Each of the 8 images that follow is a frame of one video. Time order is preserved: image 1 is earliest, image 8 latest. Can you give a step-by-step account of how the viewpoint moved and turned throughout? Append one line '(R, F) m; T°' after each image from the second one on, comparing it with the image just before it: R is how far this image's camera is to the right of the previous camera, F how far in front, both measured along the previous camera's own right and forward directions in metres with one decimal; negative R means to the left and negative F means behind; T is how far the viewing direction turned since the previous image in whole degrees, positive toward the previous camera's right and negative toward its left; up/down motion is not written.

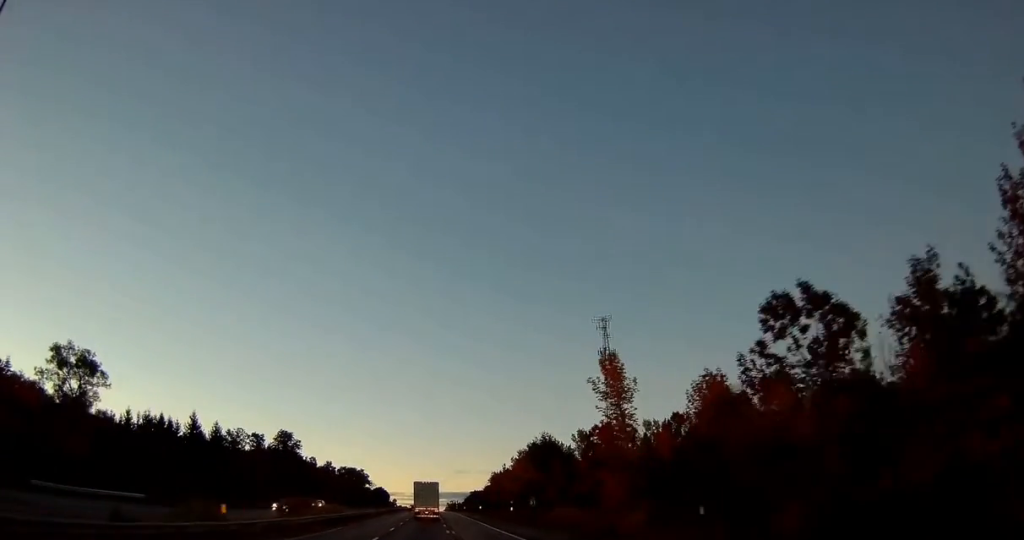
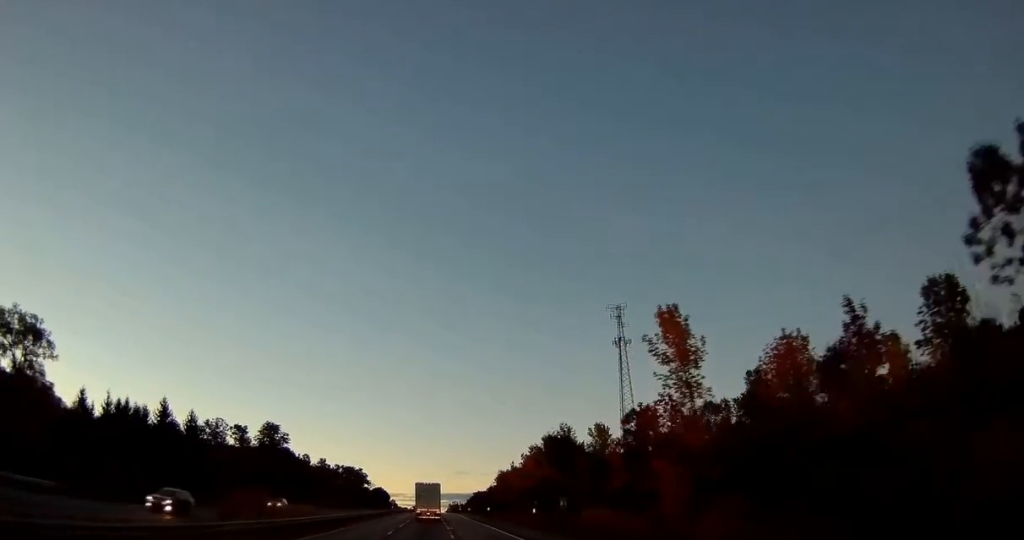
(-0.1, +14.7) m; 0°
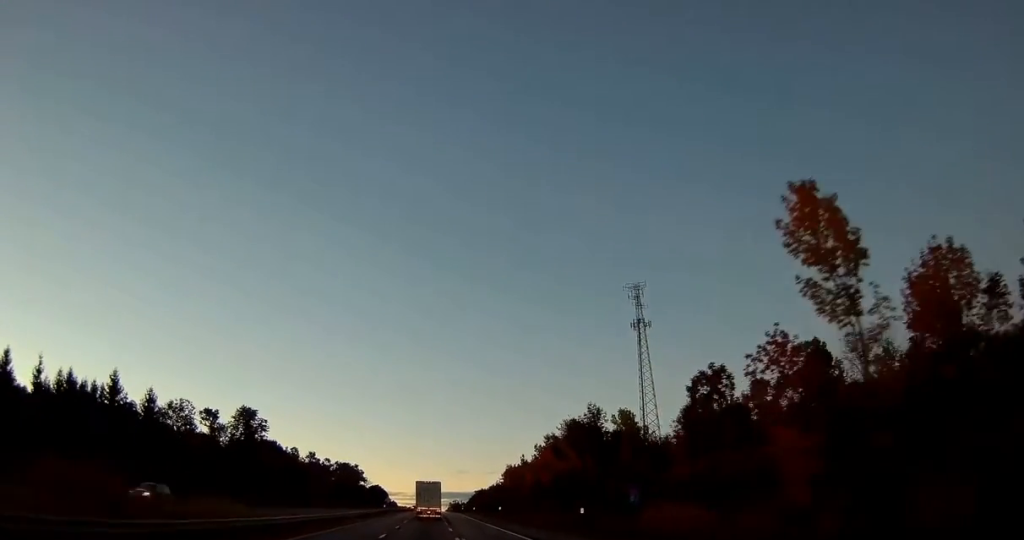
(0.0, +19.1) m; 0°
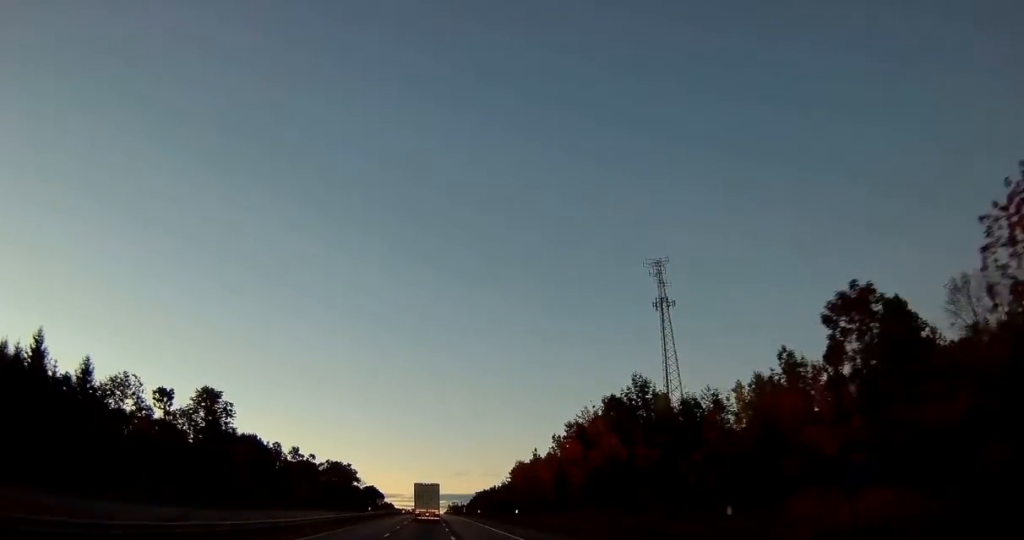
(-0.1, +20.2) m; 0°
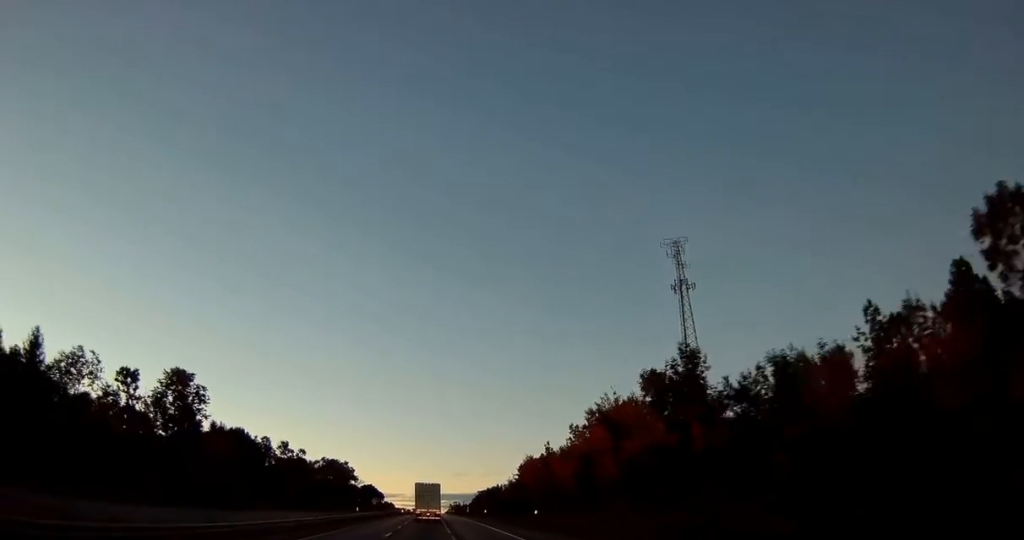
(-0.1, +13.4) m; 0°
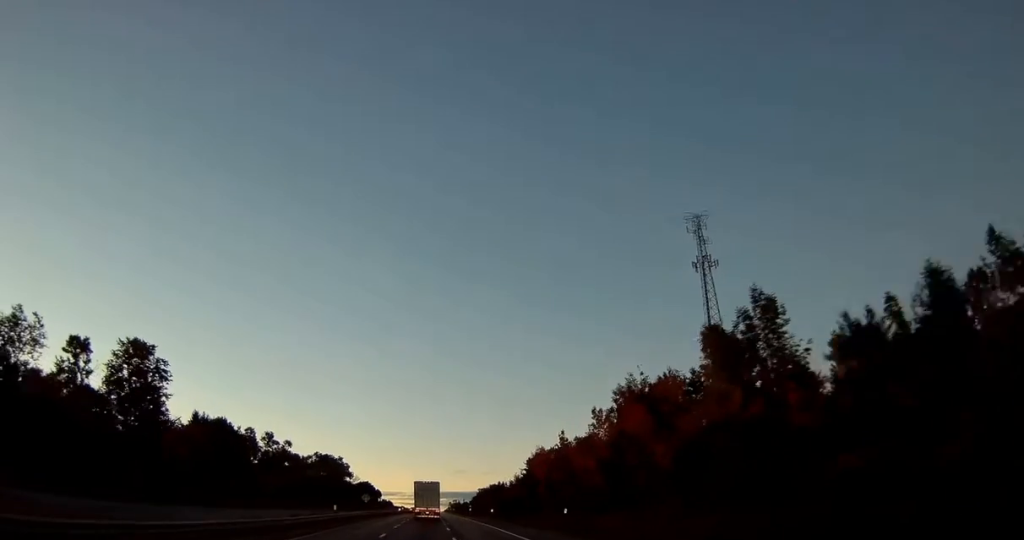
(+0.1, +13.3) m; 0°
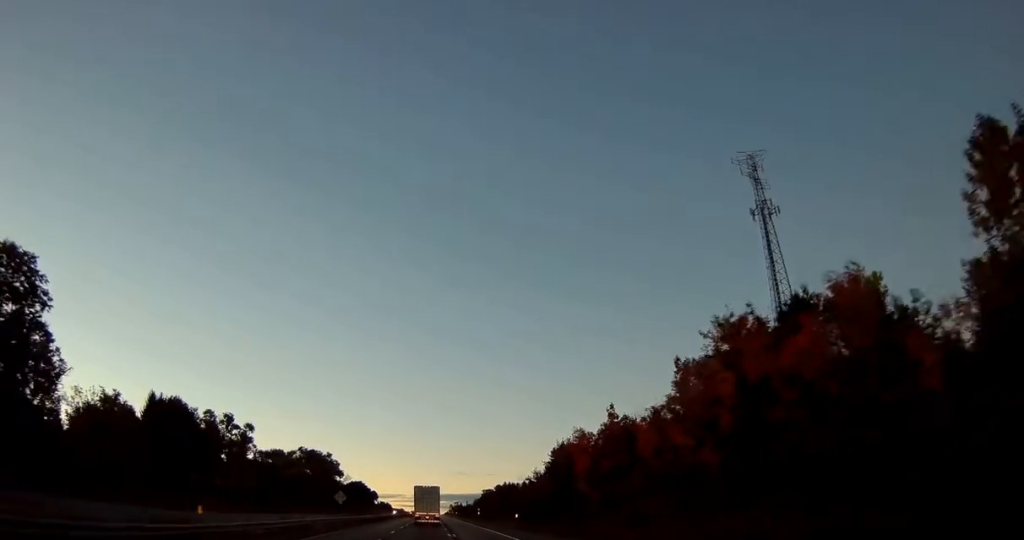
(+0.2, +28.8) m; 0°
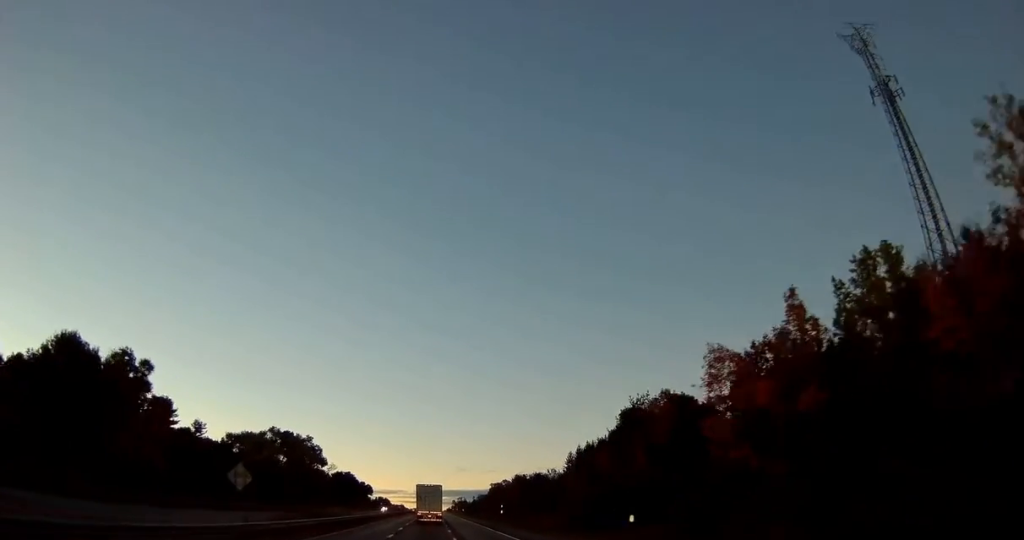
(0.0, +40.9) m; -1°
